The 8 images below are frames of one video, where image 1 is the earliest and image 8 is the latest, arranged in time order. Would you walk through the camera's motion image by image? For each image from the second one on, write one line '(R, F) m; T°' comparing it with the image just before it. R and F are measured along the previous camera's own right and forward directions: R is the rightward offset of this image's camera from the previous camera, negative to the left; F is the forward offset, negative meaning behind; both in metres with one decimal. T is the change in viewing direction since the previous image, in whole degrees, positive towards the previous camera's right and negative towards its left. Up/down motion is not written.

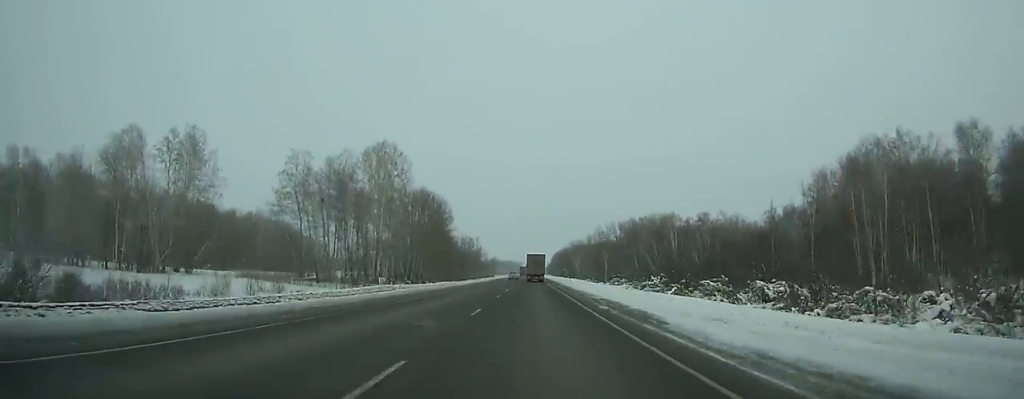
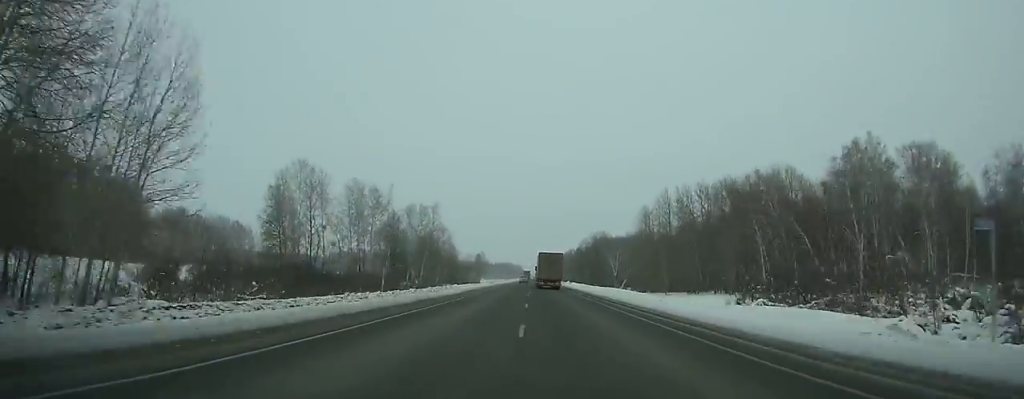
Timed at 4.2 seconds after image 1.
(+0.2, +117.6) m; 0°
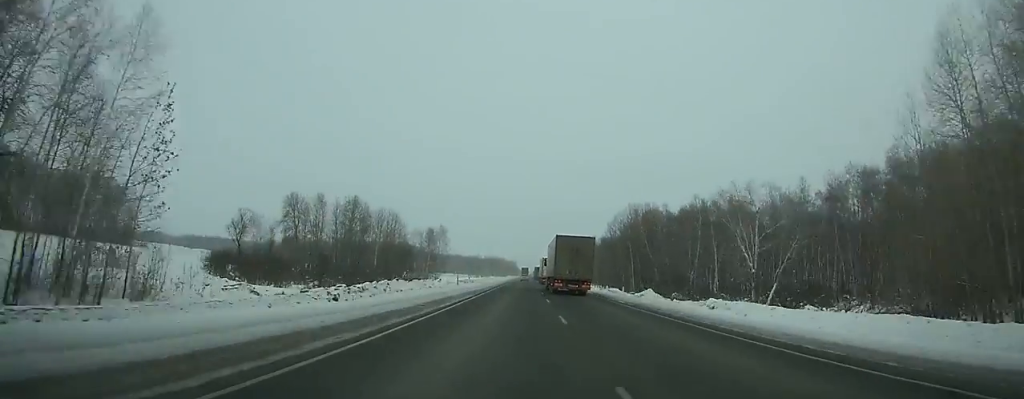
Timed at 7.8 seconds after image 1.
(+0.4, +106.8) m; 0°
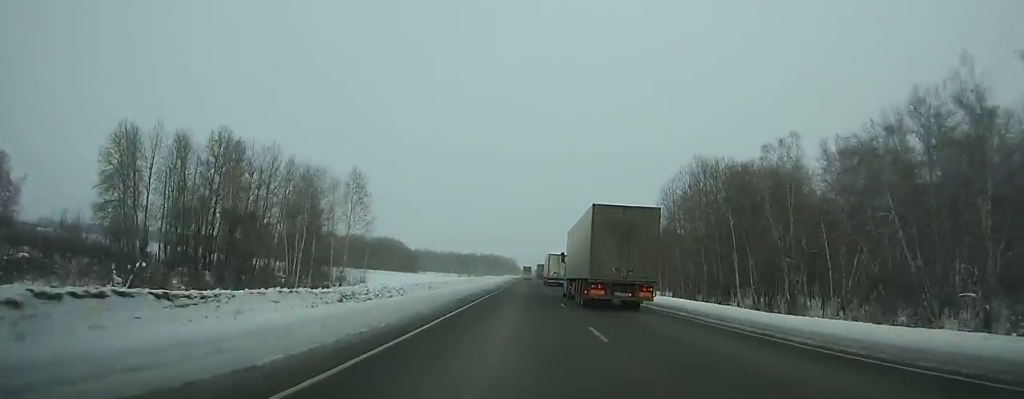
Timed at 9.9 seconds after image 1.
(+0.1, +63.2) m; 0°
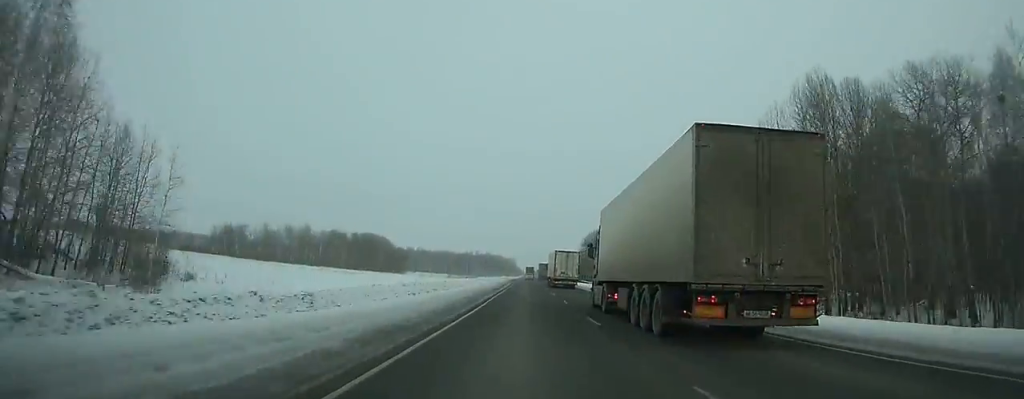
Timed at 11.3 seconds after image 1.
(+0.1, +41.9) m; +1°
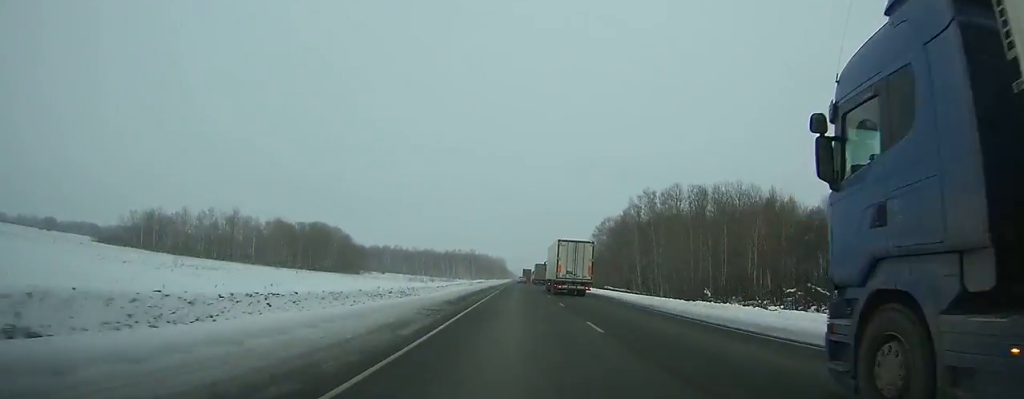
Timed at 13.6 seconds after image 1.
(+0.5, +66.5) m; +1°
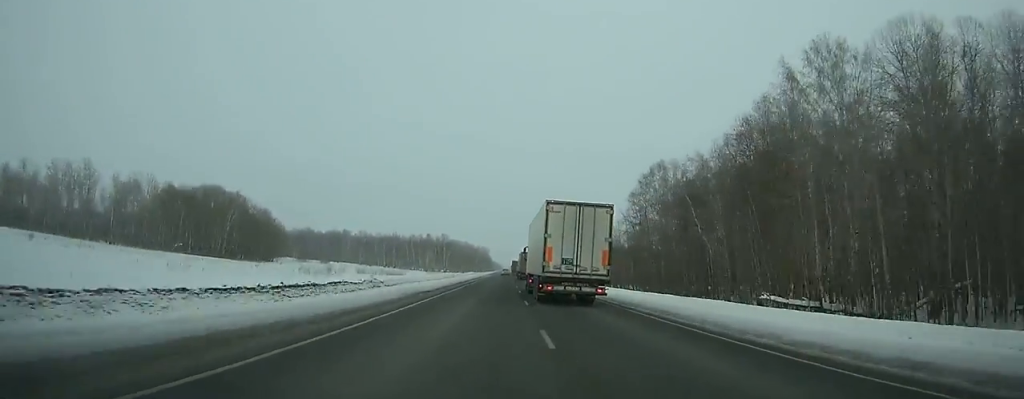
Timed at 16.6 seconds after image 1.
(+0.7, +81.4) m; 0°
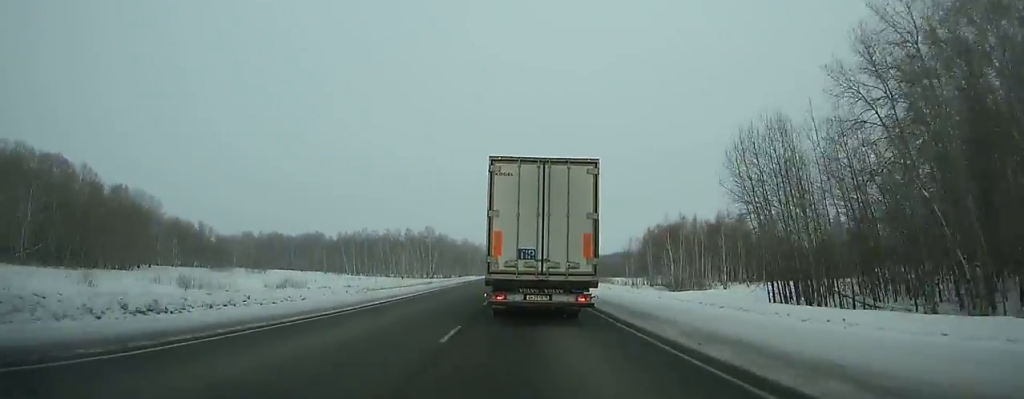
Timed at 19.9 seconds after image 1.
(-0.1, +81.3) m; 0°
